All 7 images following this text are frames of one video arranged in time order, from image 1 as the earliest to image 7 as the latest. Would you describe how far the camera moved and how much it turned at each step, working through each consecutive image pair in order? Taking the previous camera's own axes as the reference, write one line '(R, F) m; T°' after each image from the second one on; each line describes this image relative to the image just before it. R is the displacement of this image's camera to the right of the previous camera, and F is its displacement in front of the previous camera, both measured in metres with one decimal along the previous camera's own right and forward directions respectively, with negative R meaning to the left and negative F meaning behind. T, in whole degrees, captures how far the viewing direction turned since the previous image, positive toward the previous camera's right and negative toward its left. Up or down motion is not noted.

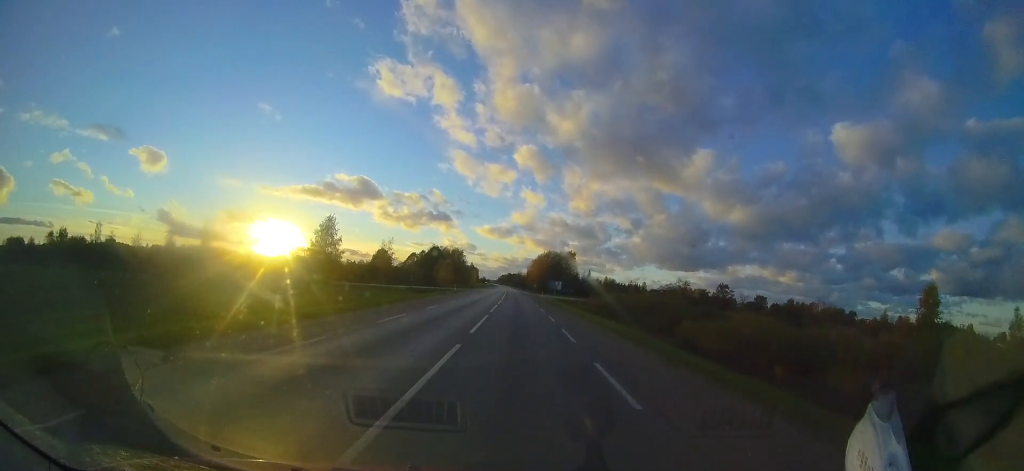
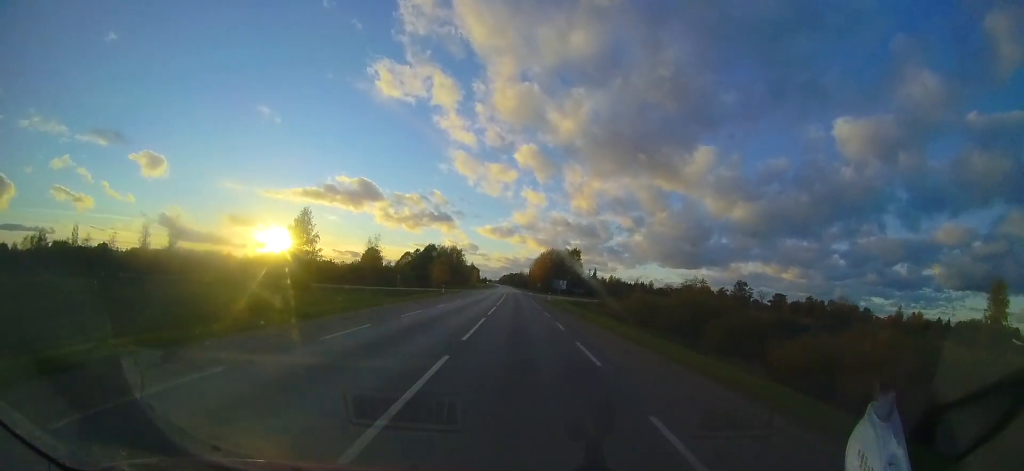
(-0.4, +8.1) m; -1°
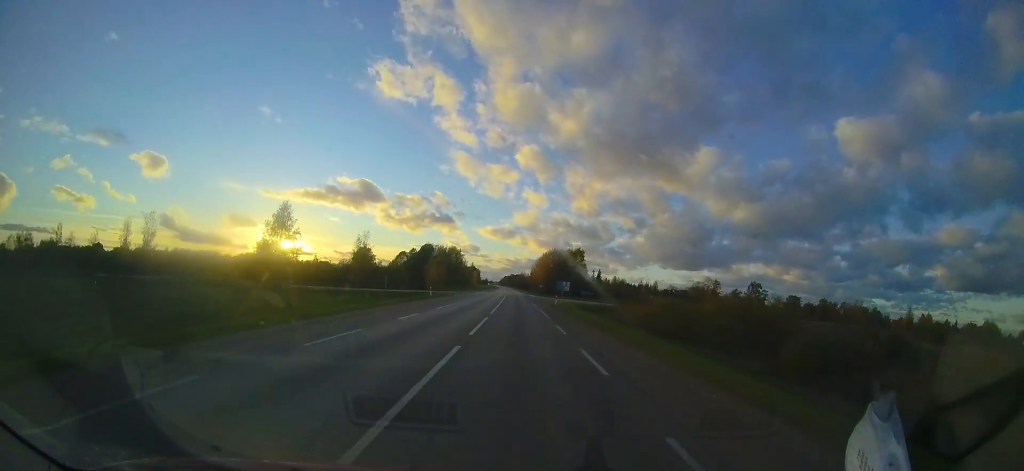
(-0.3, +5.8) m; 0°
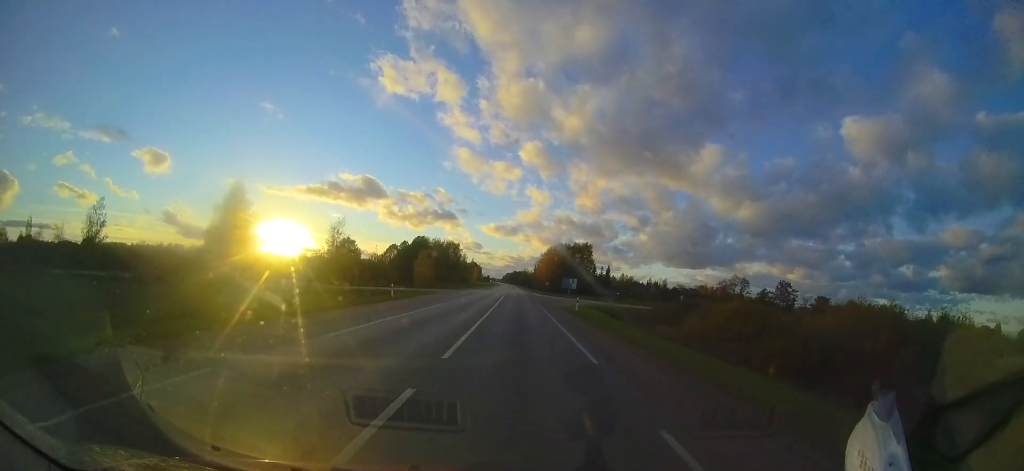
(+0.4, +10.2) m; +3°
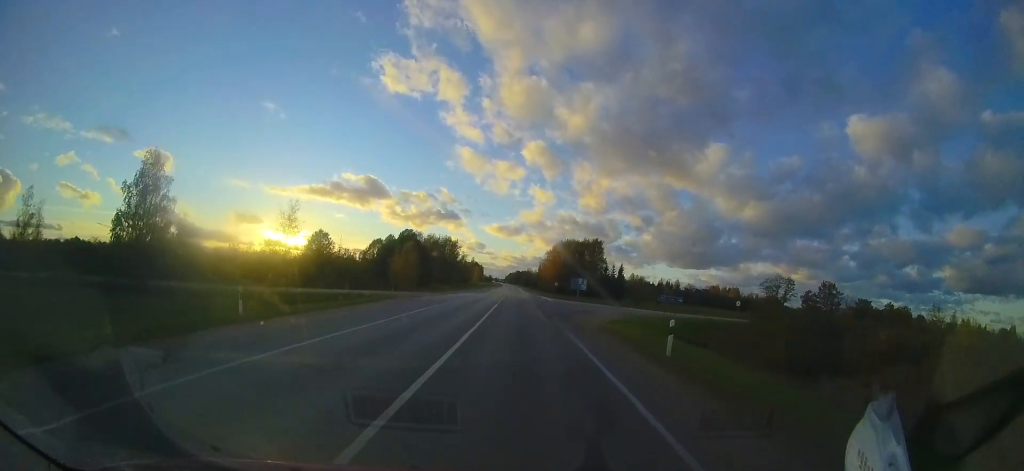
(+0.4, +12.5) m; +3°
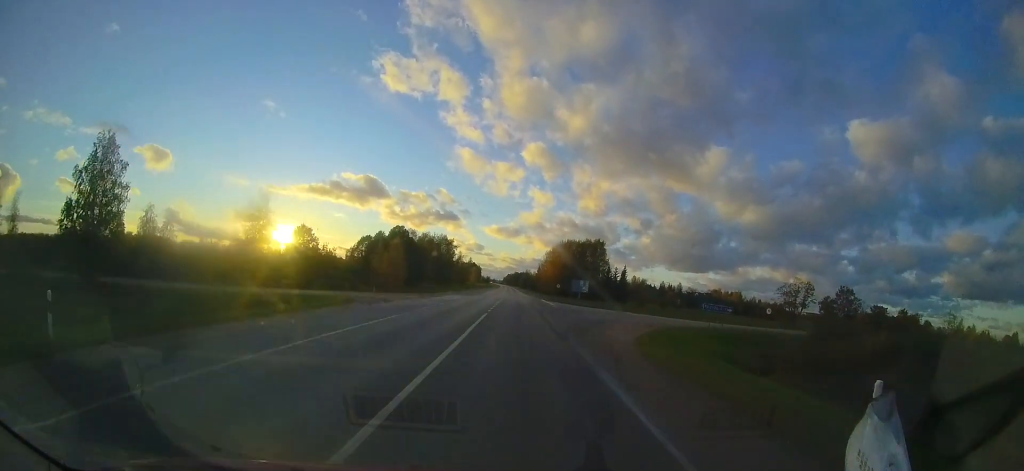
(+0.1, +5.1) m; +2°
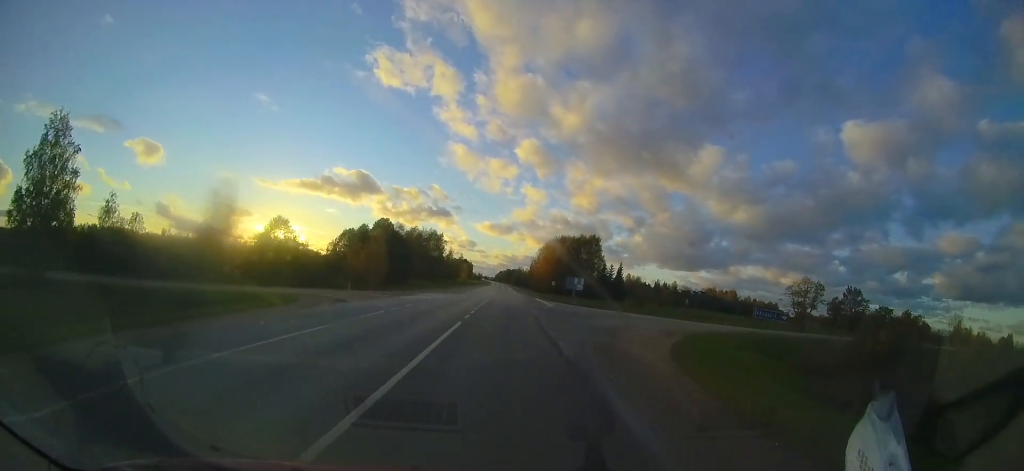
(-0.1, +4.5) m; +2°
